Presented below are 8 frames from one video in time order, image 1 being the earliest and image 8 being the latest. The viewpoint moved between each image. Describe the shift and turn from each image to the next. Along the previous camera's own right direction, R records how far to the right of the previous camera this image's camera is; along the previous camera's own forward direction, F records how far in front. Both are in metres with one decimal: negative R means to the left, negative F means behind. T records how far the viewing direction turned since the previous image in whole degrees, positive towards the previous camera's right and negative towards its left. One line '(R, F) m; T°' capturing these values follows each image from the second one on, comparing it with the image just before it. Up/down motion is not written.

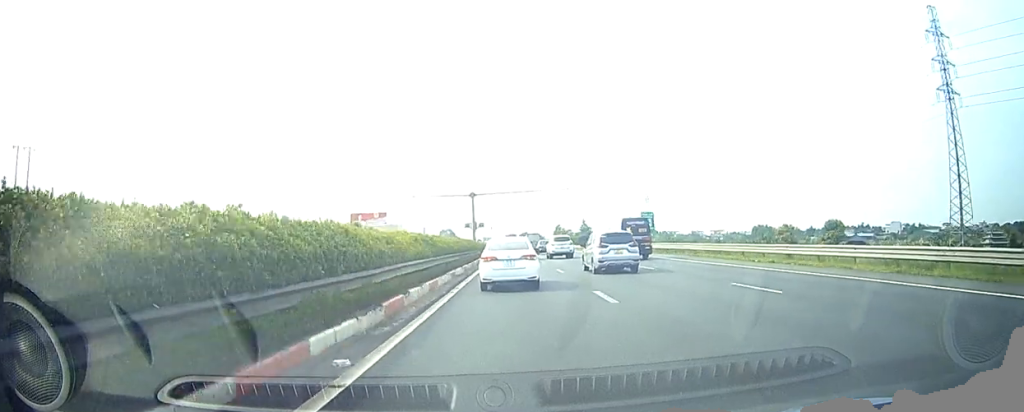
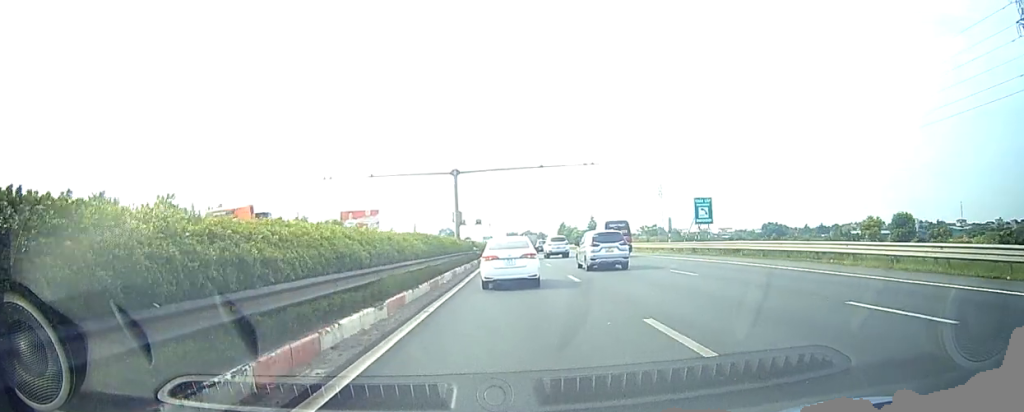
(-0.3, +20.0) m; -1°
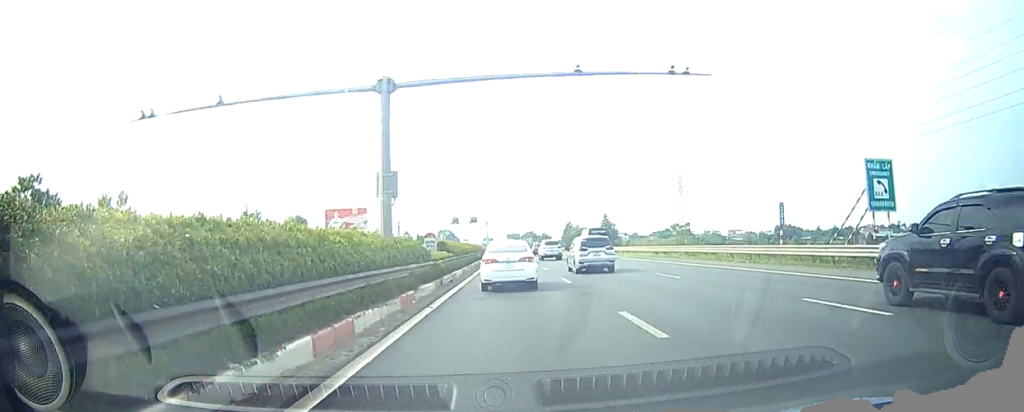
(-0.1, +26.2) m; 0°
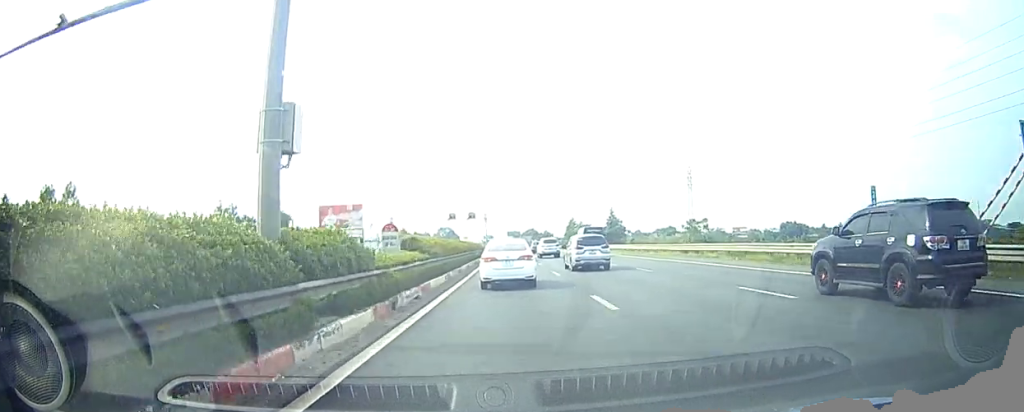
(0.0, +10.0) m; 0°
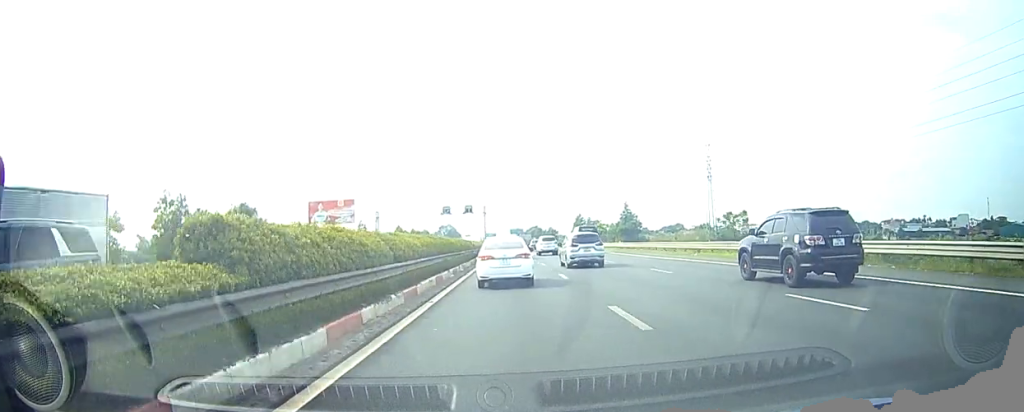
(0.0, +17.5) m; 0°
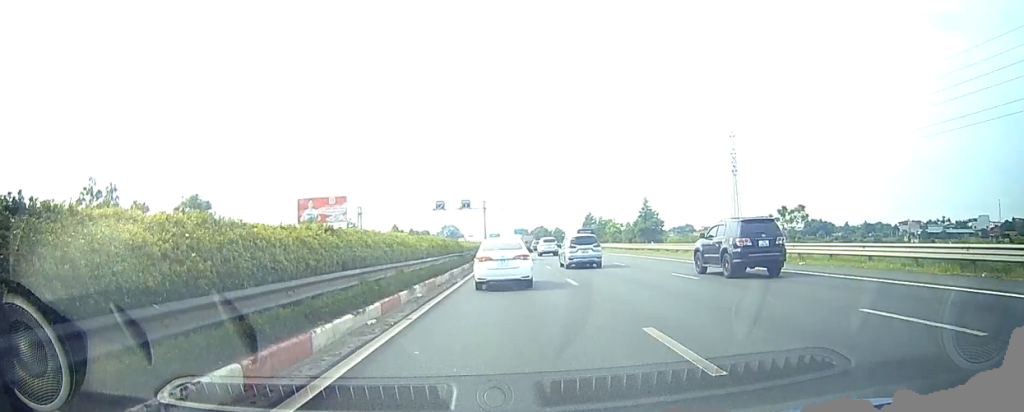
(0.0, +16.2) m; 0°
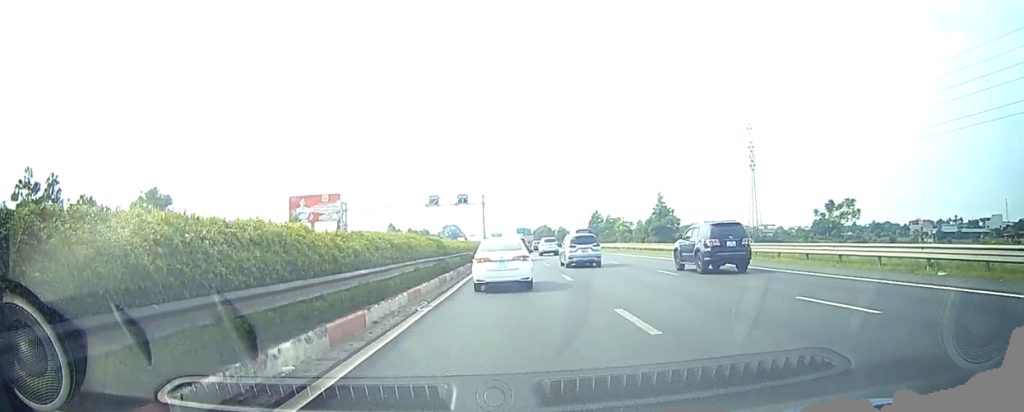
(0.0, +9.7) m; 0°
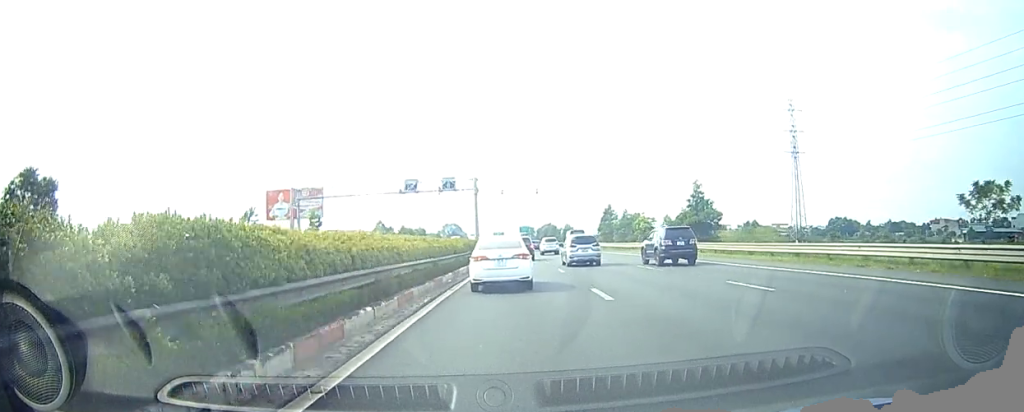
(+0.1, +20.0) m; 0°
